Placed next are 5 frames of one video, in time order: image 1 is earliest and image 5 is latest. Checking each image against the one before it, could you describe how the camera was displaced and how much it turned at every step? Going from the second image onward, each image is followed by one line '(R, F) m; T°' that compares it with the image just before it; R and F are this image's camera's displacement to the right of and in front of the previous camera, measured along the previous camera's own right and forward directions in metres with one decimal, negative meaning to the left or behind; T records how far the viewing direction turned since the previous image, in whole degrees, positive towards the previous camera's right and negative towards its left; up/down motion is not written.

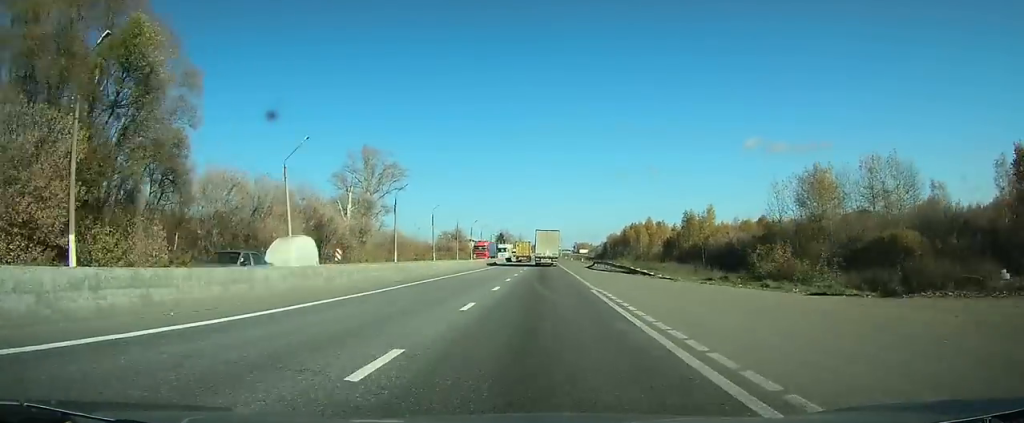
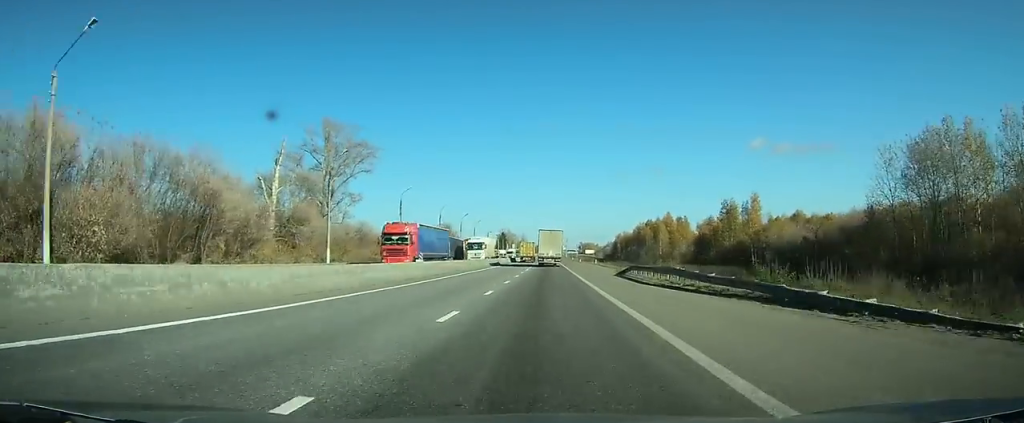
(0.0, +25.6) m; 0°
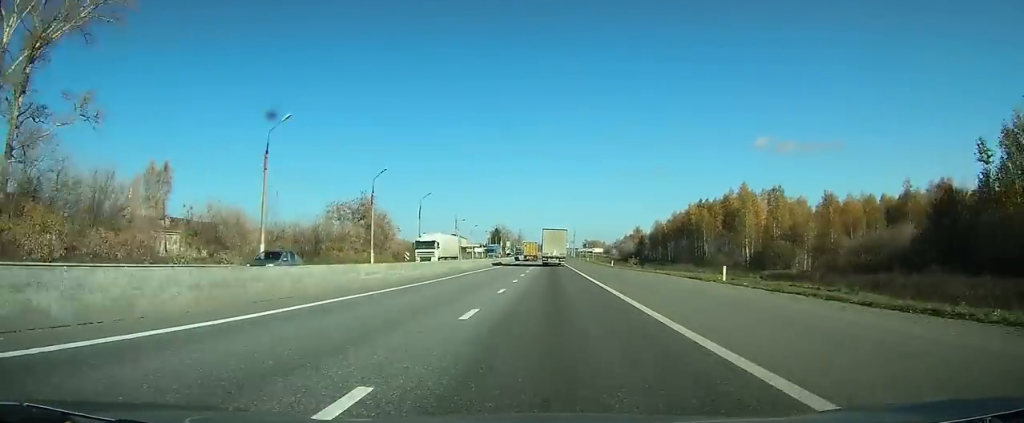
(0.0, +73.4) m; 0°
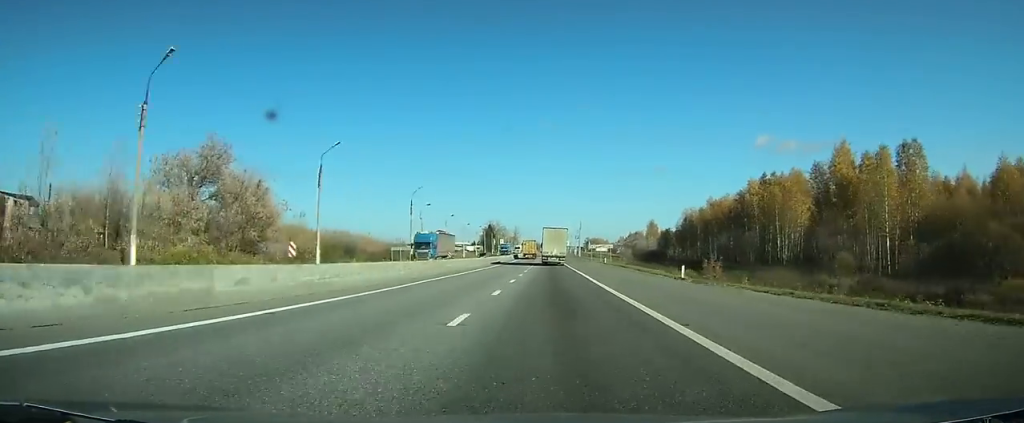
(+0.1, +42.2) m; 0°
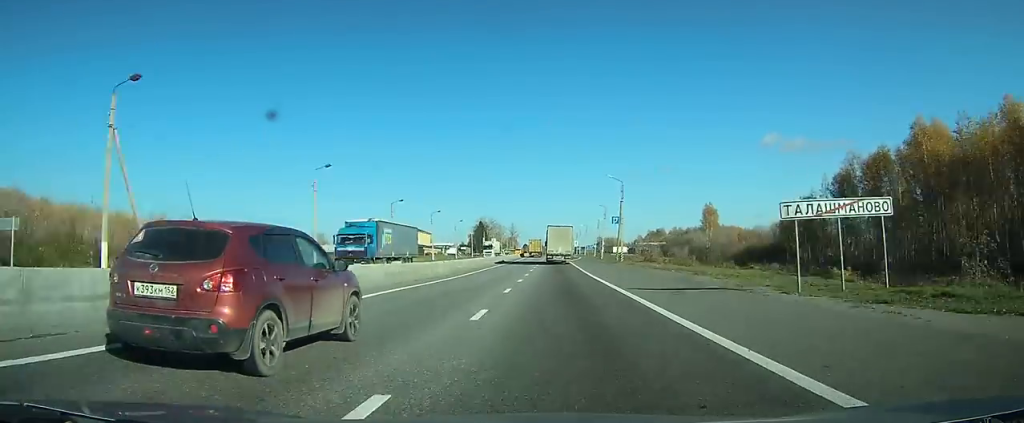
(0.0, +77.6) m; 0°
